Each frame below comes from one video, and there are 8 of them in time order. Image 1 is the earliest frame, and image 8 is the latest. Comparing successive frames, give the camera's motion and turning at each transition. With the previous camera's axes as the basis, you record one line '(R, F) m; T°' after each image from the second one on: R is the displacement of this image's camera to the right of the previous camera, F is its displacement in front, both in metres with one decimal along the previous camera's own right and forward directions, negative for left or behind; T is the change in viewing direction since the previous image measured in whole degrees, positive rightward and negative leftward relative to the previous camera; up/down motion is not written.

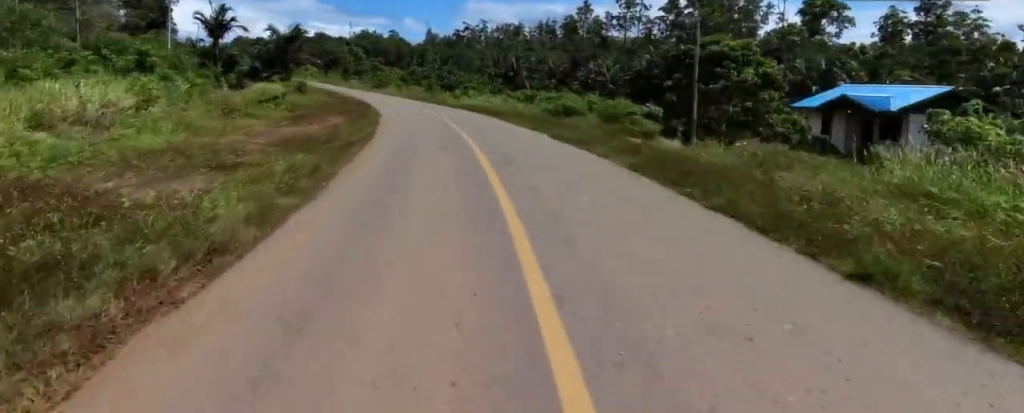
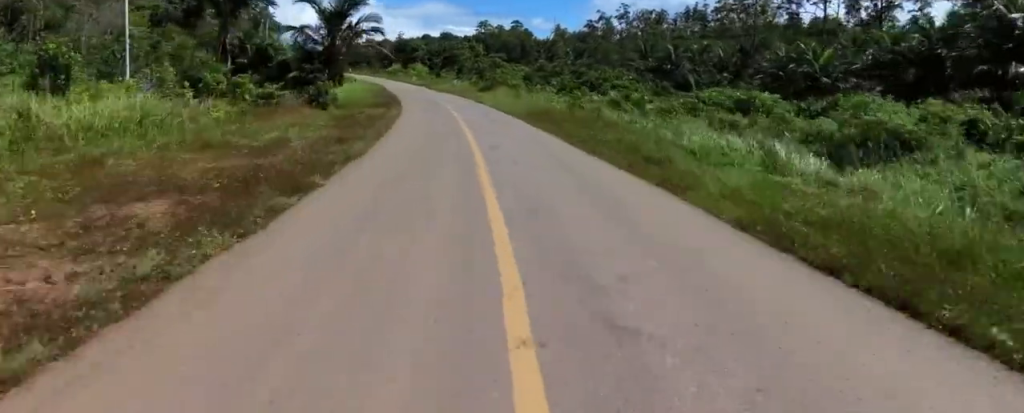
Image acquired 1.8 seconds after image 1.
(-1.9, +34.0) m; -11°
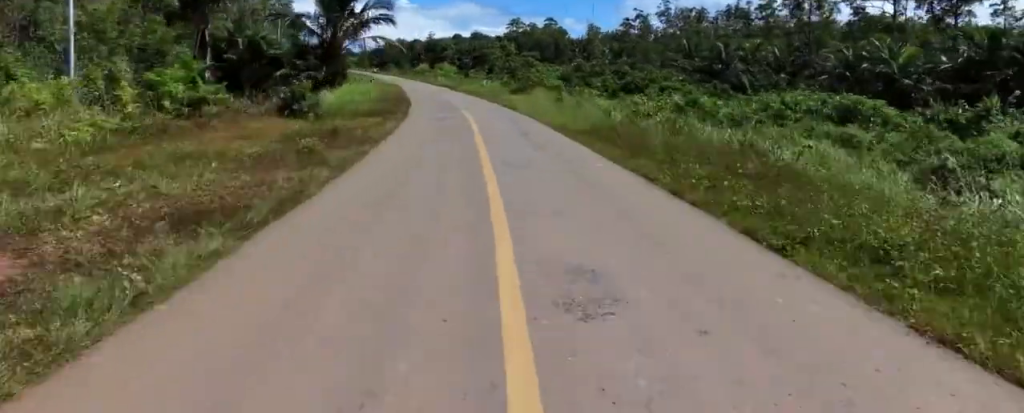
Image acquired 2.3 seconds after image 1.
(-1.1, +8.6) m; -3°
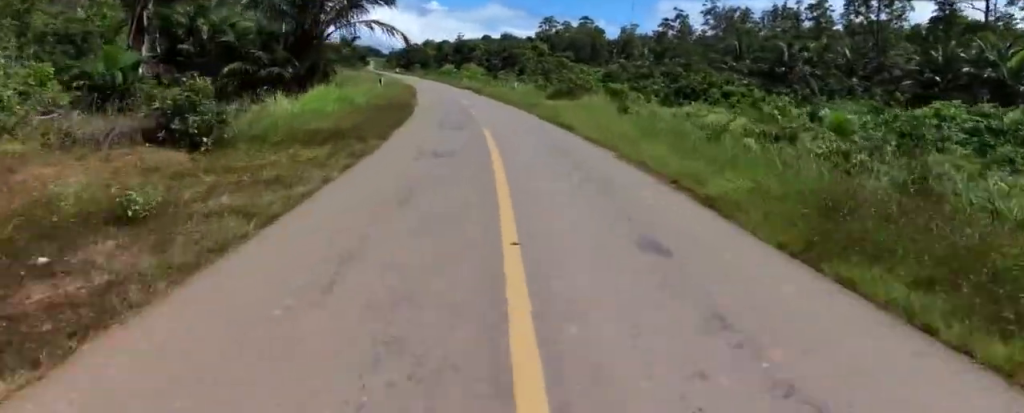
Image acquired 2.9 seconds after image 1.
(-0.2, +10.7) m; -2°
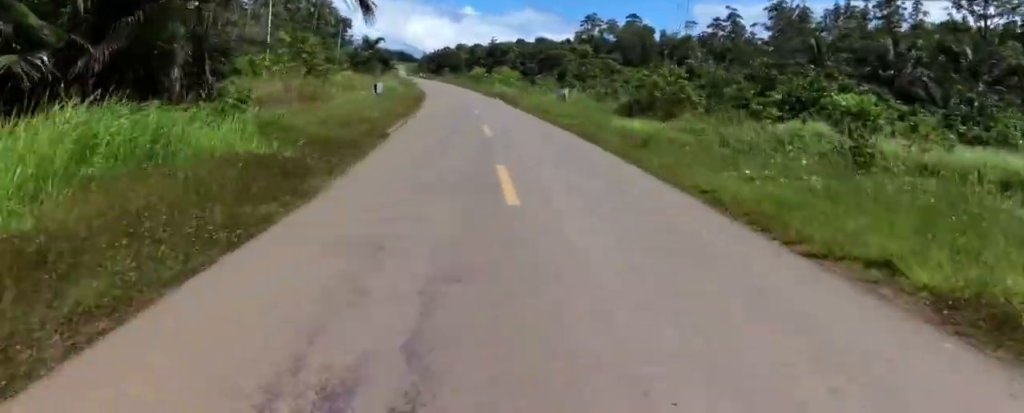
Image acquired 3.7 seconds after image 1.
(+0.6, +15.1) m; -3°
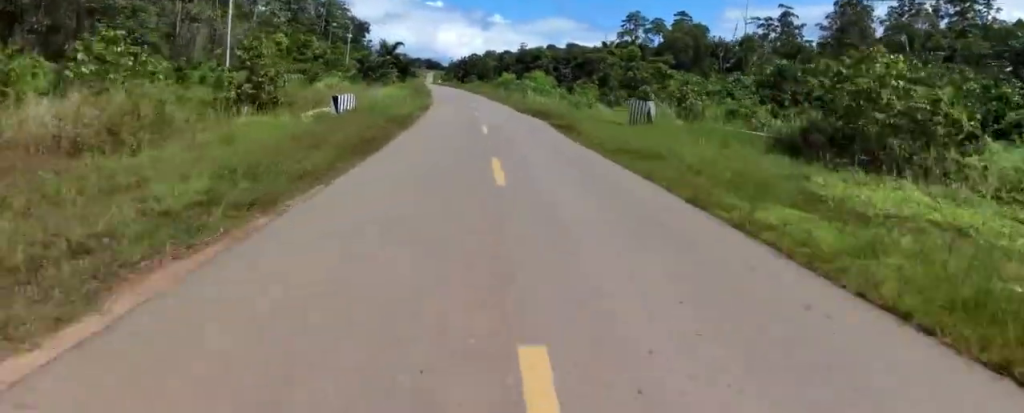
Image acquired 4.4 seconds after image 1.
(-1.4, +14.7) m; -5°
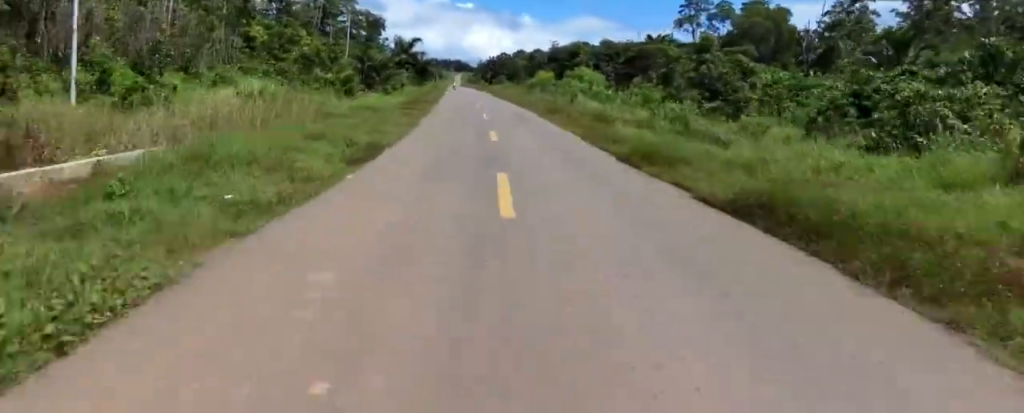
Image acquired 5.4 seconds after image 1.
(-0.3, +18.2) m; -2°
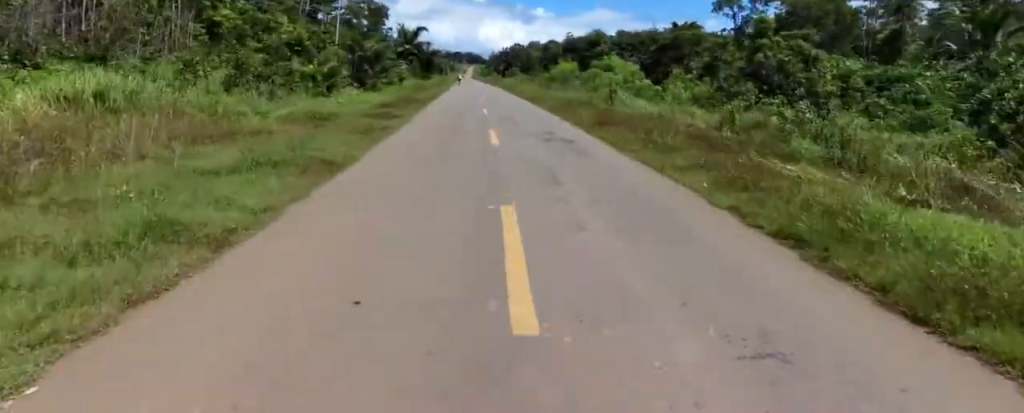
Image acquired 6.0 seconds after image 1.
(-0.2, +11.2) m; -2°
